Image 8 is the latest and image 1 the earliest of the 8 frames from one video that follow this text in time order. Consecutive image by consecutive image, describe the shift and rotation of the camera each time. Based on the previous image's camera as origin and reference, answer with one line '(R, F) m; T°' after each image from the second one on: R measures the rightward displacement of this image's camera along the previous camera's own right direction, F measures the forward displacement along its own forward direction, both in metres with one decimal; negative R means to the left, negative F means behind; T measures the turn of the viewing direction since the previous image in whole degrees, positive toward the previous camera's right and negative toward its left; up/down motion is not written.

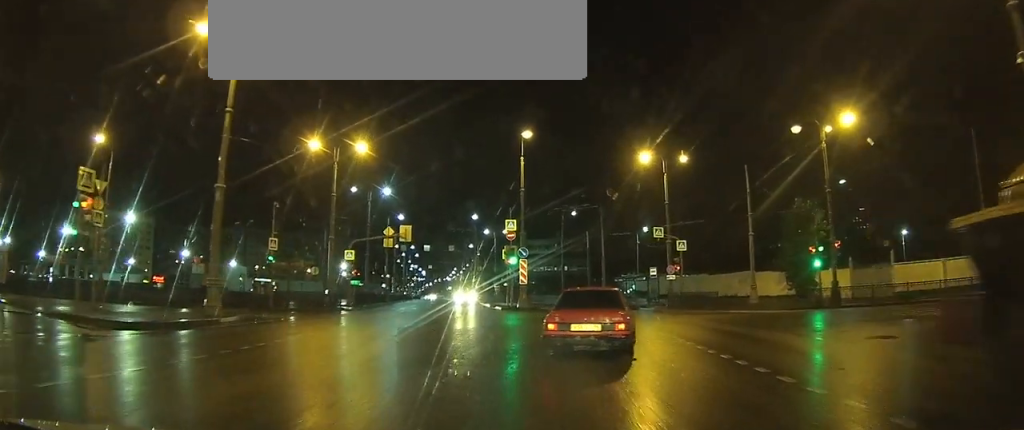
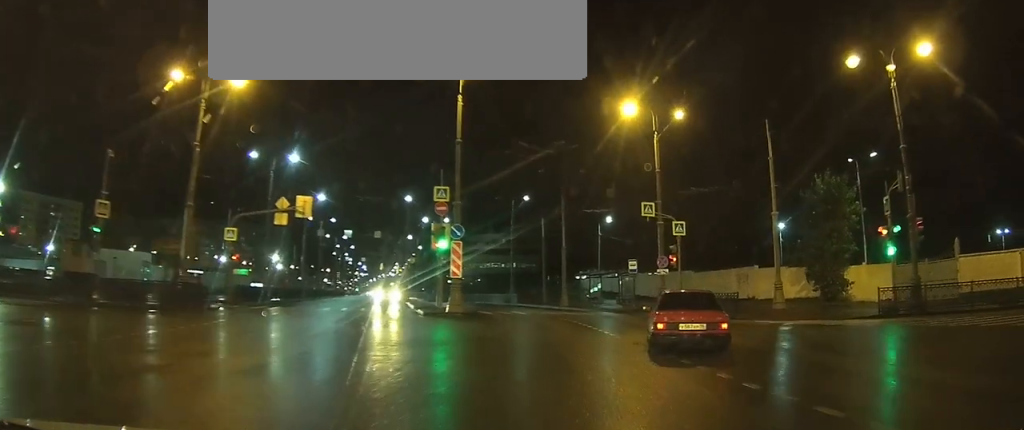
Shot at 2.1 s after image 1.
(+0.8, +14.3) m; +5°
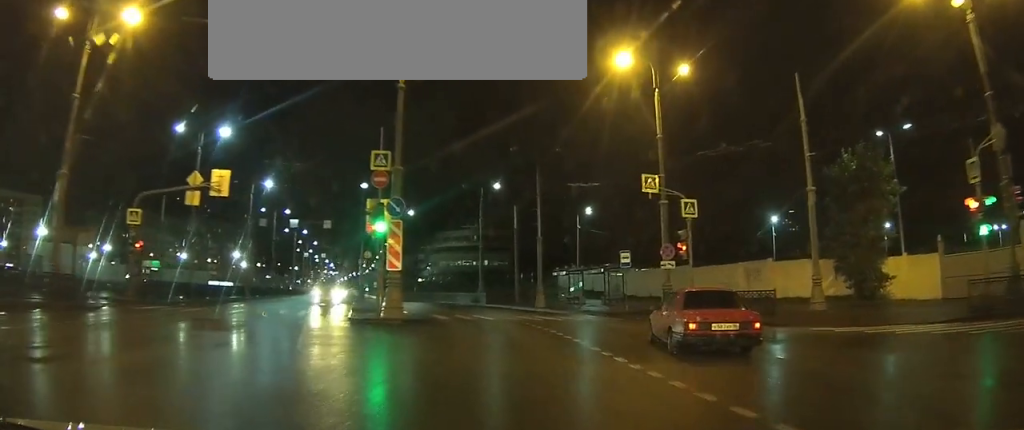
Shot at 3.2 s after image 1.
(0.0, +8.3) m; 0°
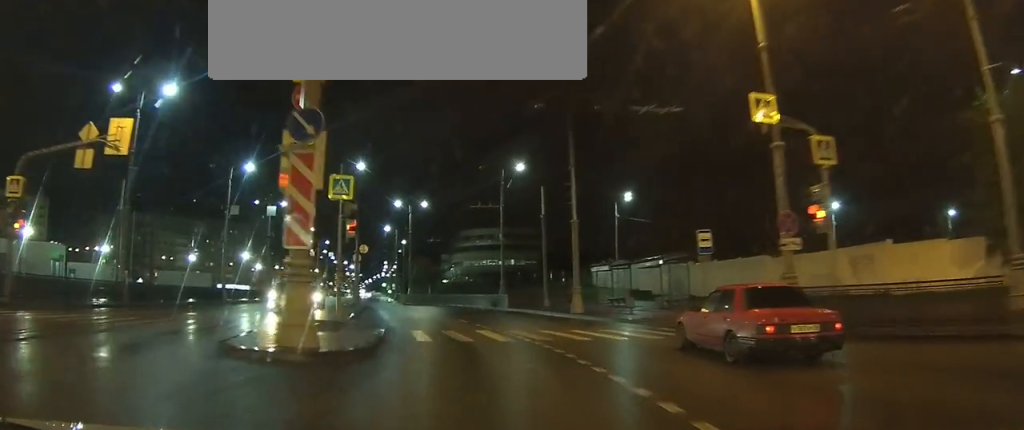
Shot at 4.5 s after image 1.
(0.0, +11.2) m; -4°
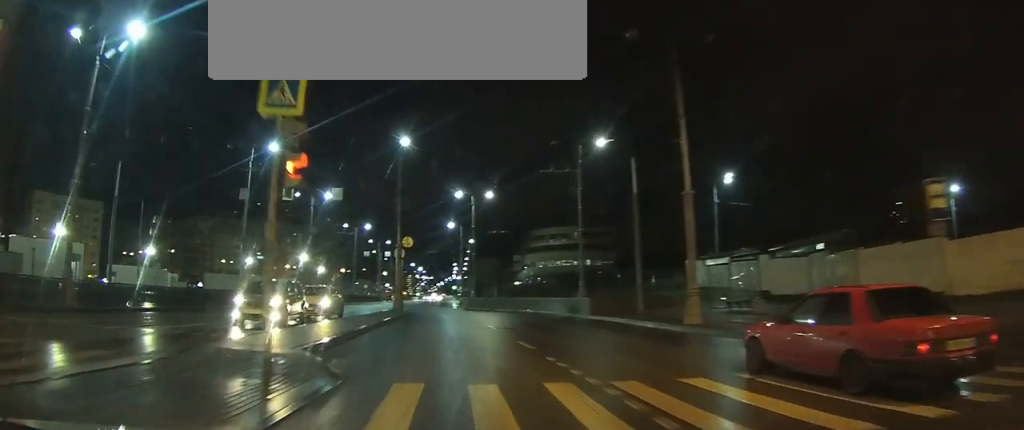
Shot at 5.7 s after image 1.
(-0.8, +10.7) m; -7°
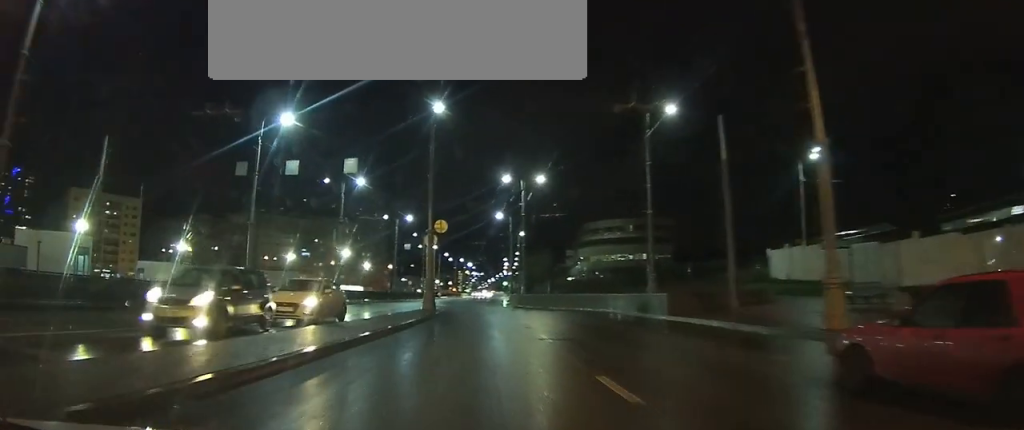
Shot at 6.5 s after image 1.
(-0.2, +7.5) m; -3°
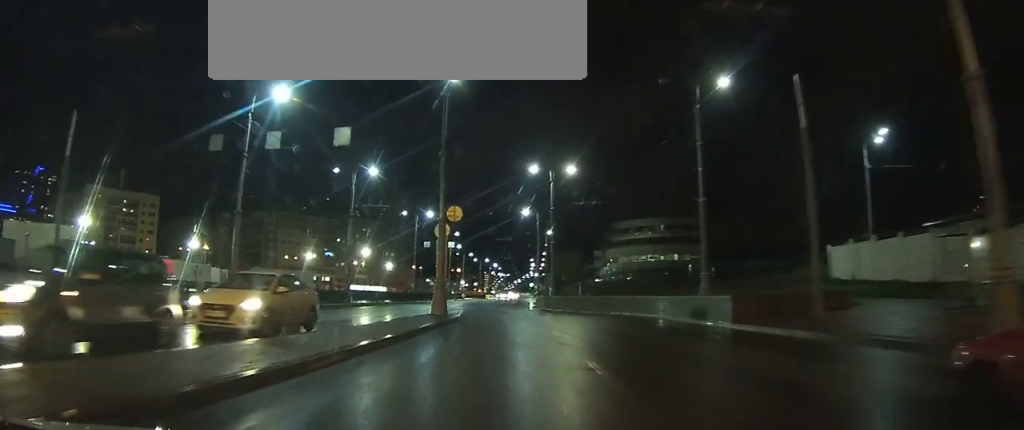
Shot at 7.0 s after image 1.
(-0.2, +5.8) m; -2°
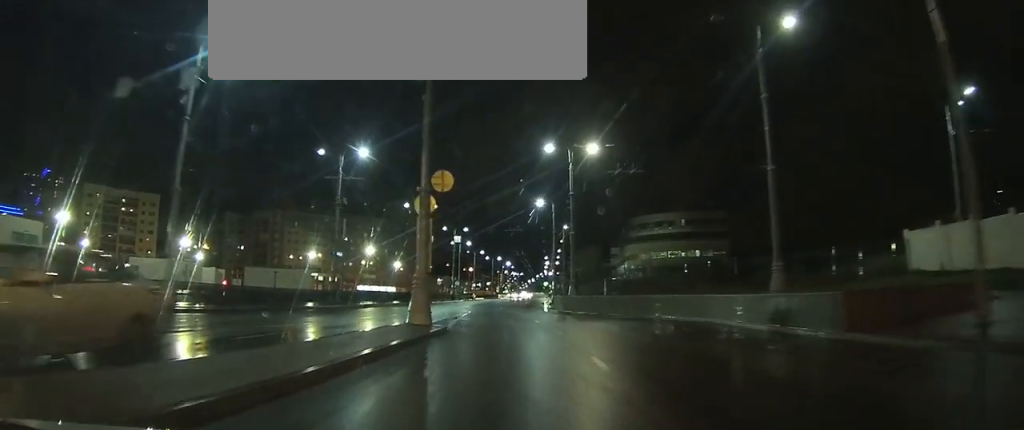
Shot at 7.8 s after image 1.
(-0.2, +8.1) m; -2°
